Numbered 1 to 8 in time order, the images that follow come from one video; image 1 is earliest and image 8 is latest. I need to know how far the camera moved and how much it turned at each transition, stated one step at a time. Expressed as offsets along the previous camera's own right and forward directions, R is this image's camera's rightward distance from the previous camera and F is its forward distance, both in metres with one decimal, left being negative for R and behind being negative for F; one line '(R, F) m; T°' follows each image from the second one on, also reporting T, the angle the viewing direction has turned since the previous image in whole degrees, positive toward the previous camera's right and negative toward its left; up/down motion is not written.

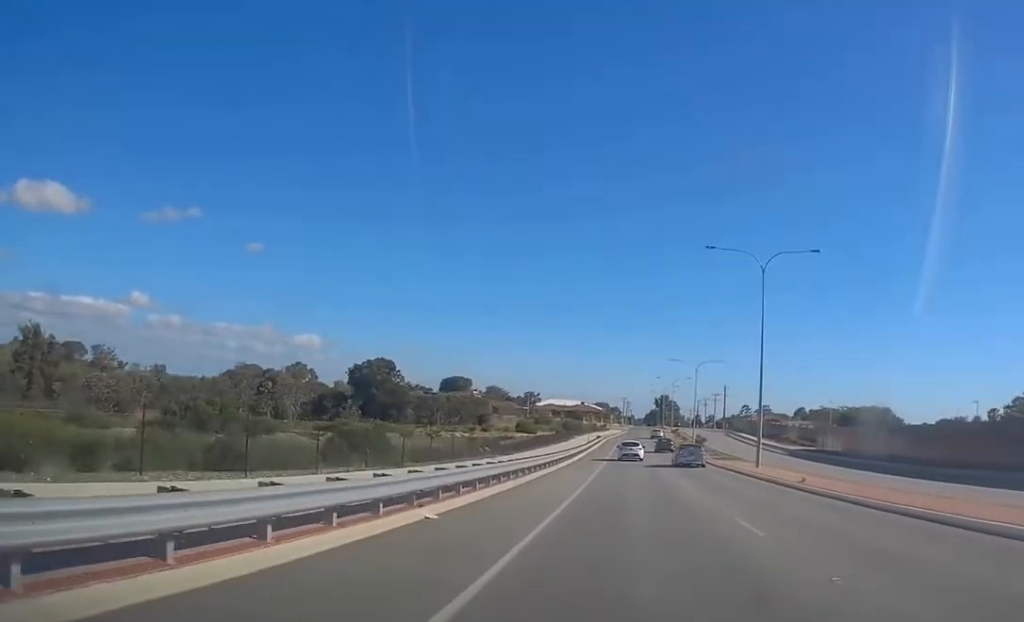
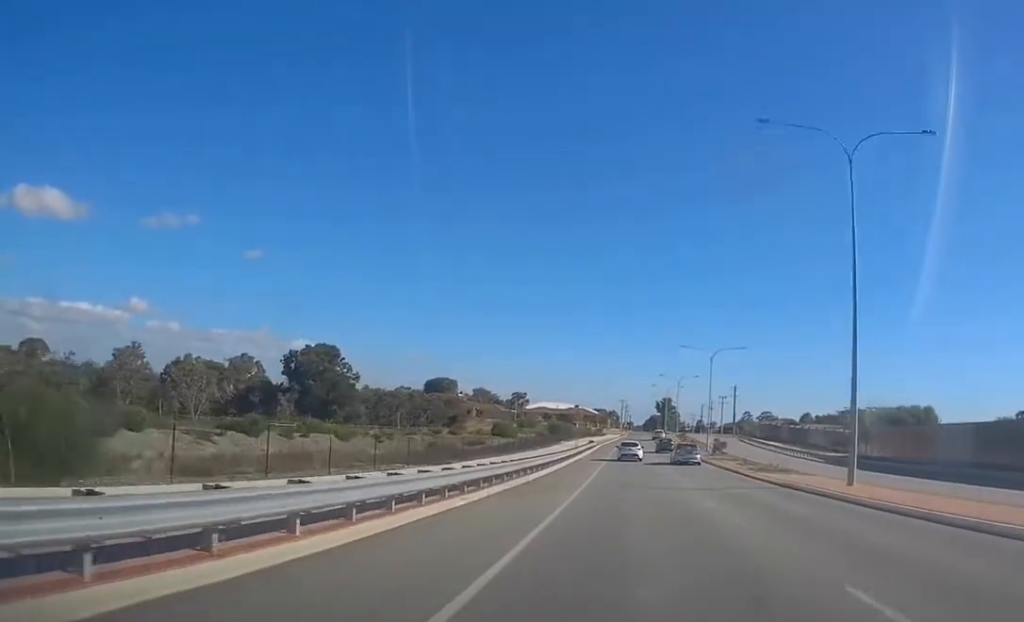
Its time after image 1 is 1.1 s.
(-0.7, +19.2) m; 0°
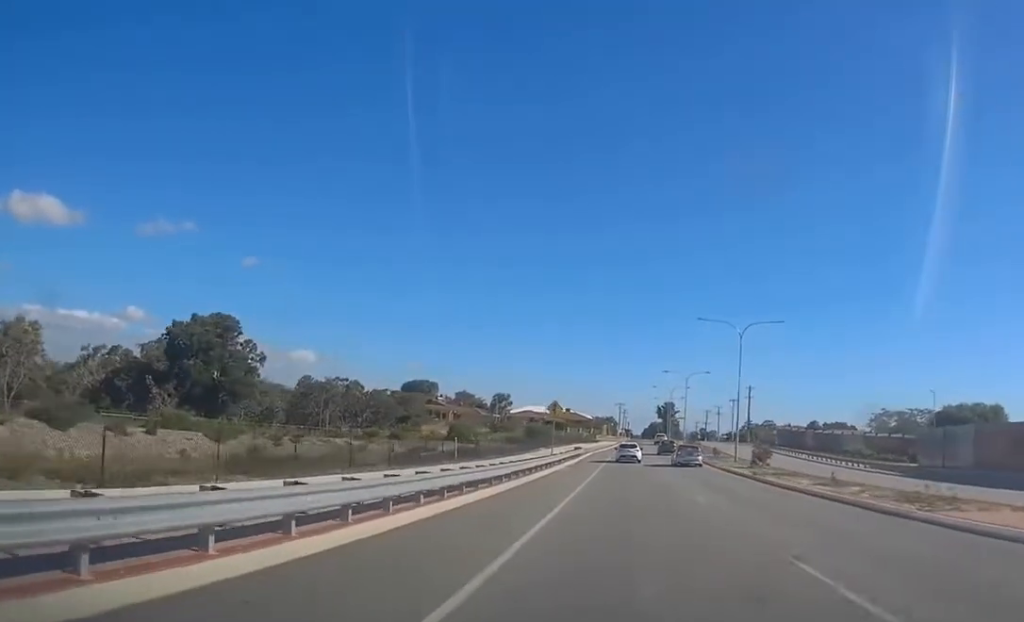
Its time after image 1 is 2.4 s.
(+0.9, +21.9) m; +2°
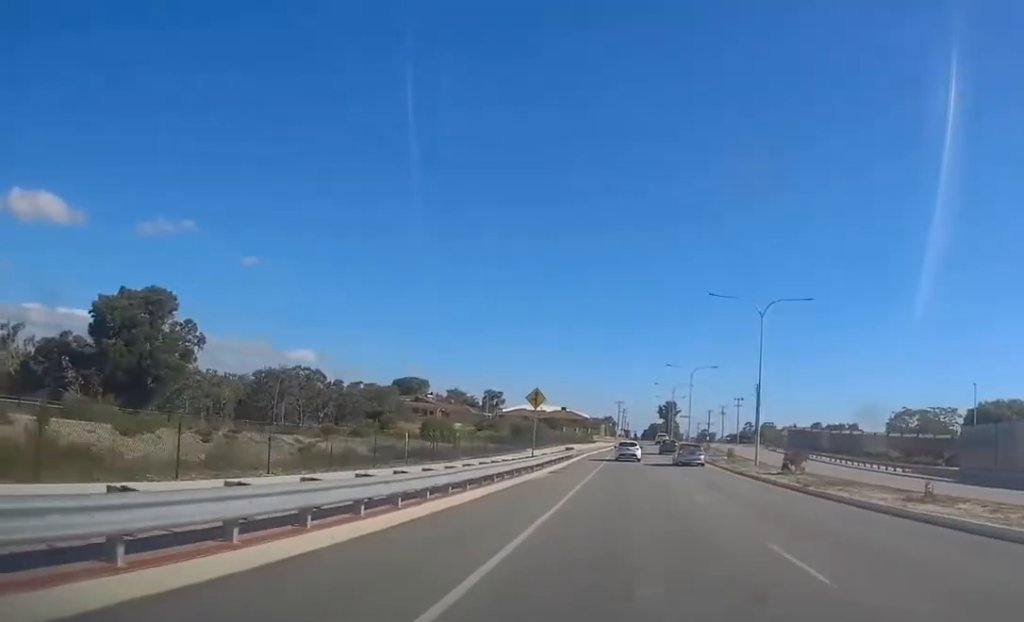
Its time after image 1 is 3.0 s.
(0.0, +9.4) m; 0°
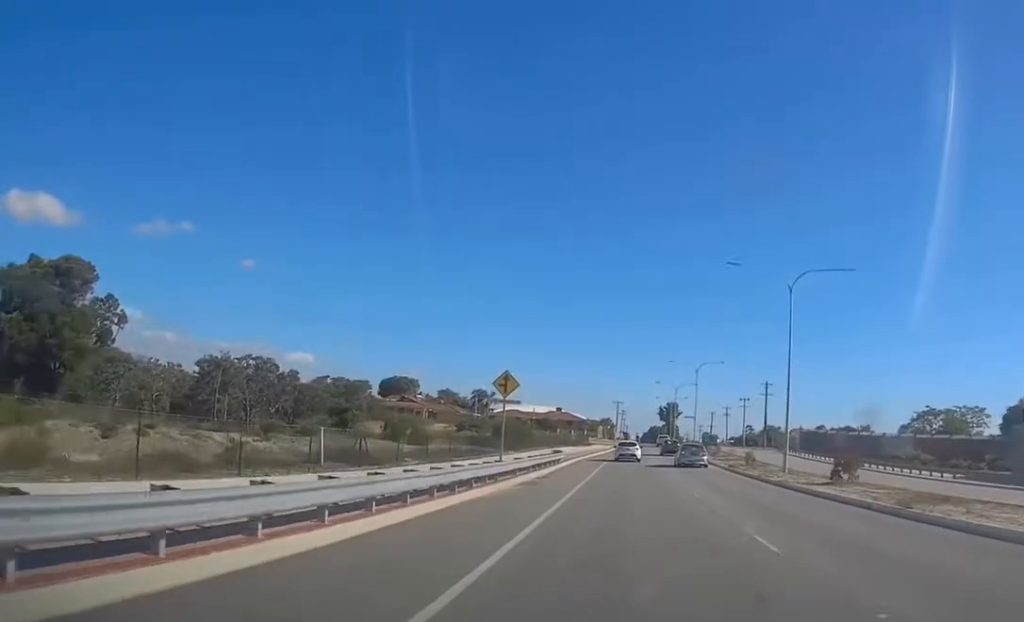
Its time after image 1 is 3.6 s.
(0.0, +9.3) m; 0°
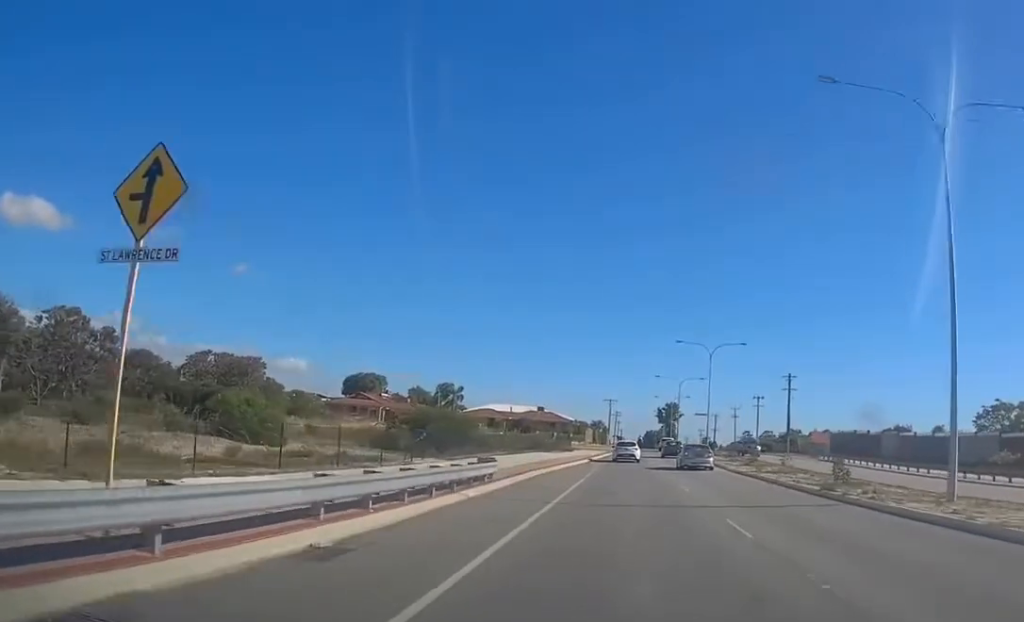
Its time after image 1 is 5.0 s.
(0.0, +22.4) m; -3°
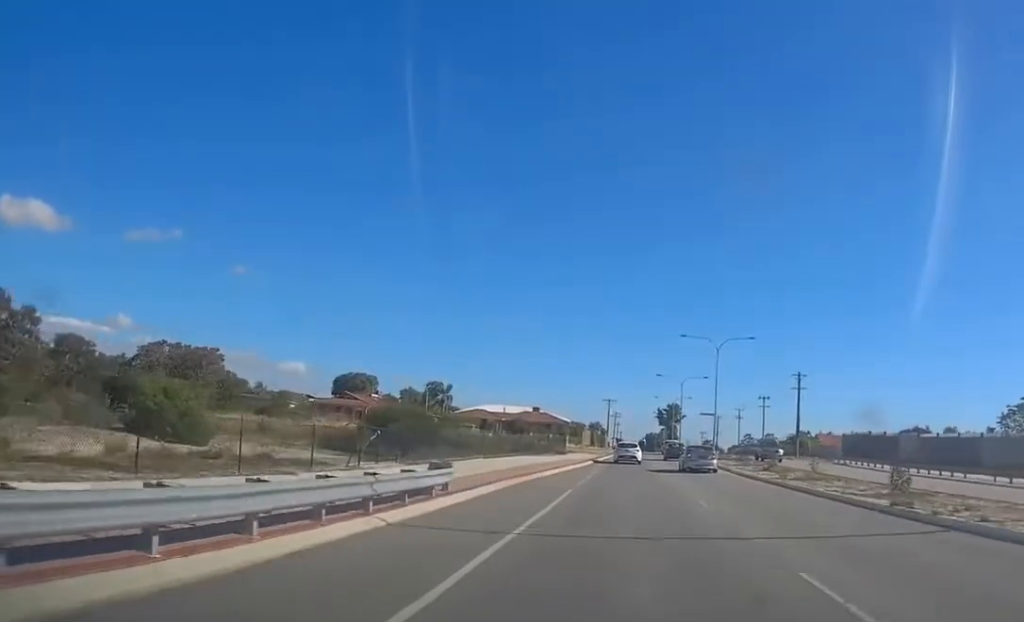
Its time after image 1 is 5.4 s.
(-0.1, +6.0) m; -1°
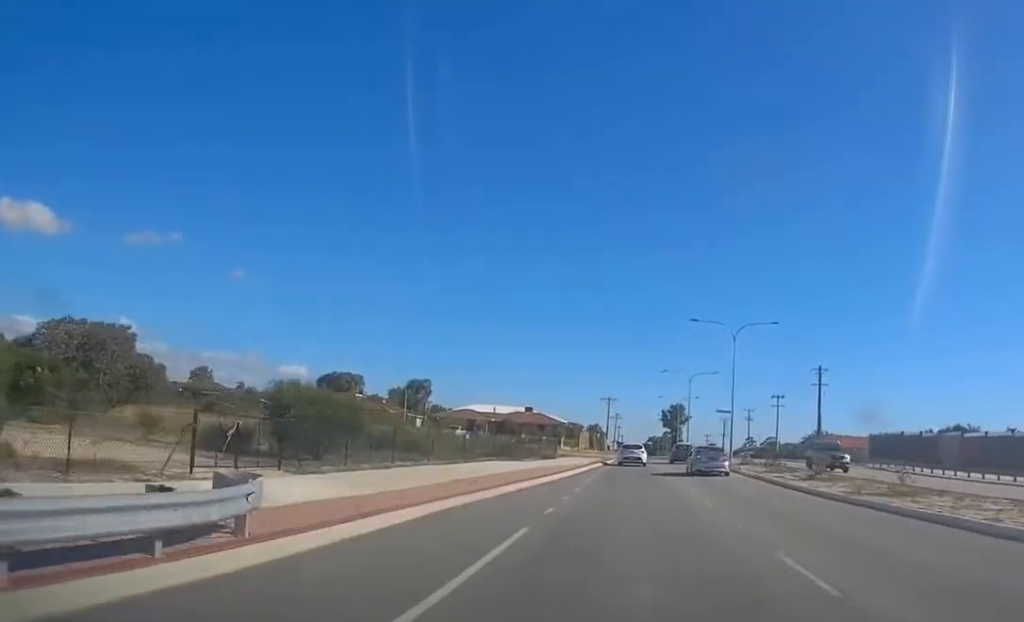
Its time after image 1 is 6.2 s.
(-0.5, +10.0) m; 0°
